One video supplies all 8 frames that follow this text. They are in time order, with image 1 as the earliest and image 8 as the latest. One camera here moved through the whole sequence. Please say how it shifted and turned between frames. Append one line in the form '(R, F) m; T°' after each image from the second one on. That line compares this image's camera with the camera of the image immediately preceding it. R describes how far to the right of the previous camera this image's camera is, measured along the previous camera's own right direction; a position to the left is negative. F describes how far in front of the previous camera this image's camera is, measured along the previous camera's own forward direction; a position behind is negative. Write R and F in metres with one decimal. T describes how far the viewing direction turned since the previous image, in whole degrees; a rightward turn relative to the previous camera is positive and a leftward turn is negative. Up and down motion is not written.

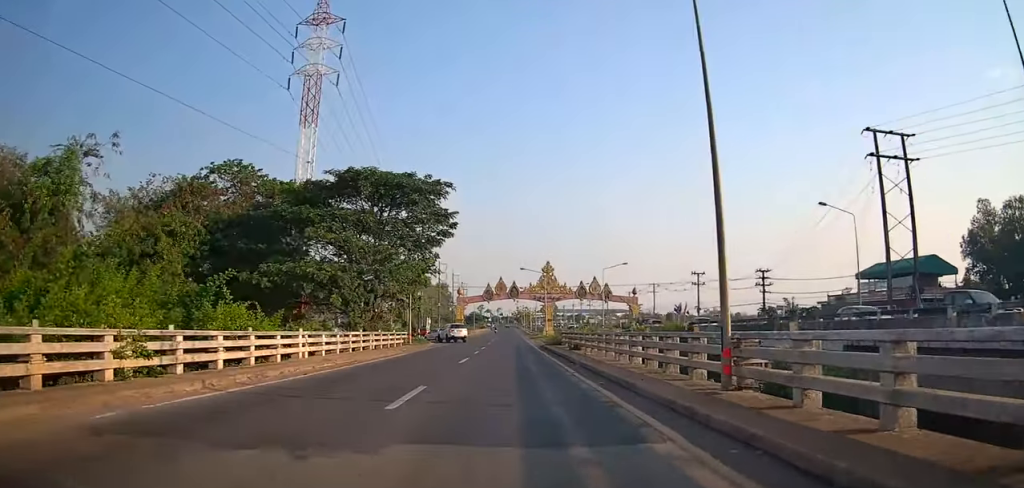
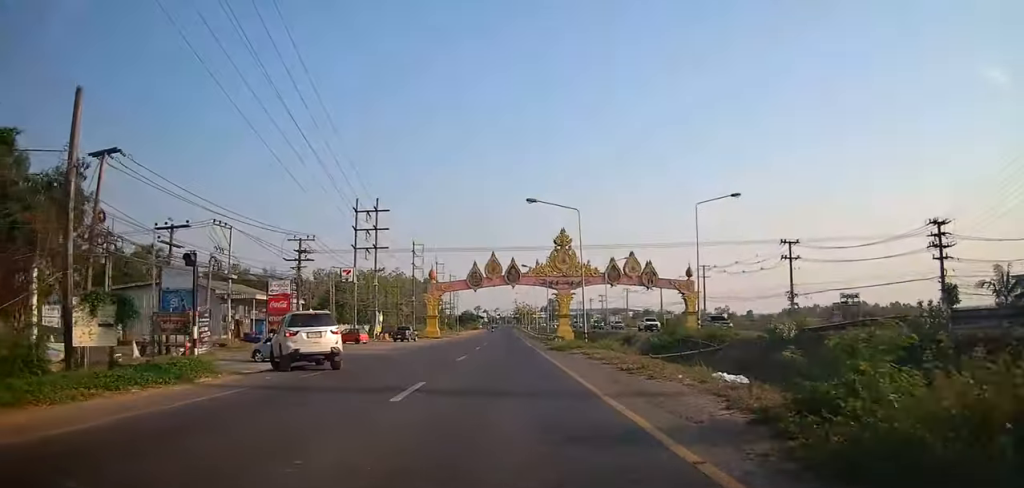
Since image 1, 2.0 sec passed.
(+1.1, +39.4) m; +1°
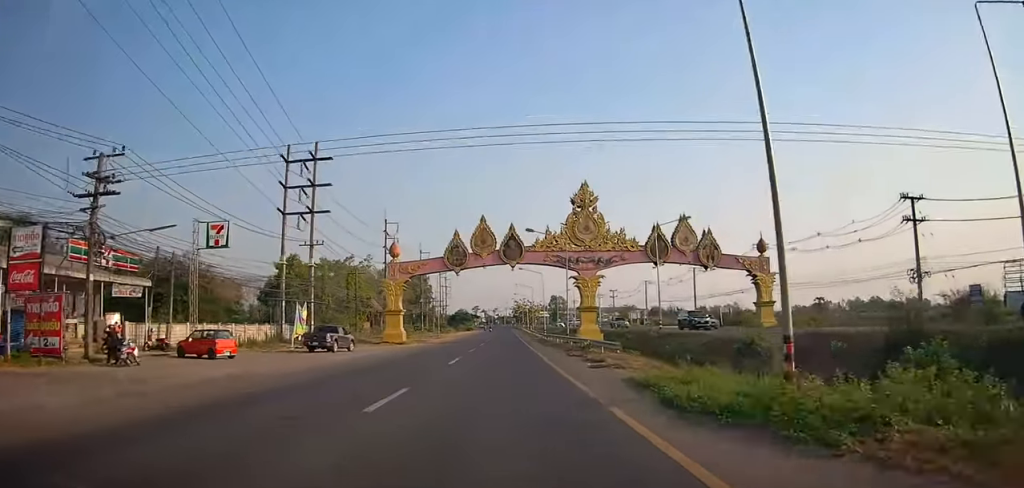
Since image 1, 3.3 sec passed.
(-0.7, +25.9) m; 0°
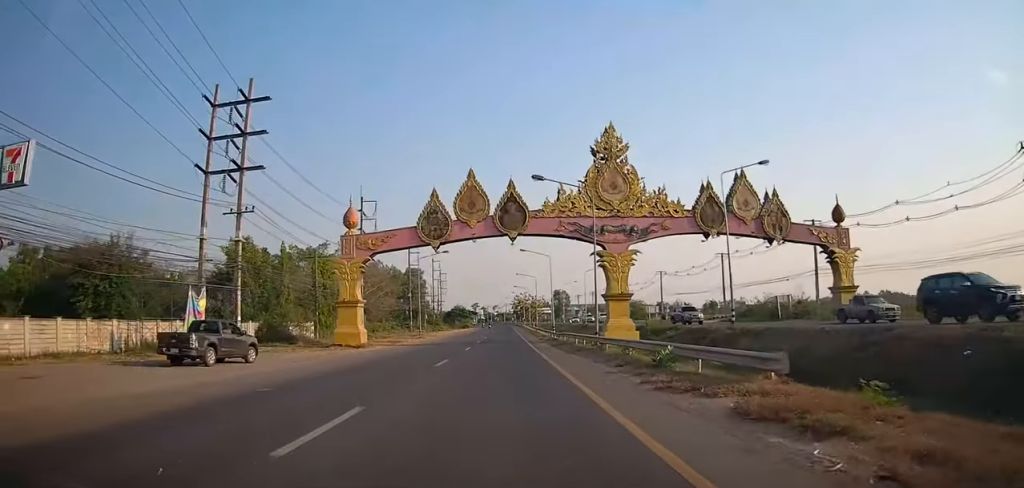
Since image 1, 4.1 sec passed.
(+0.3, +15.3) m; +1°
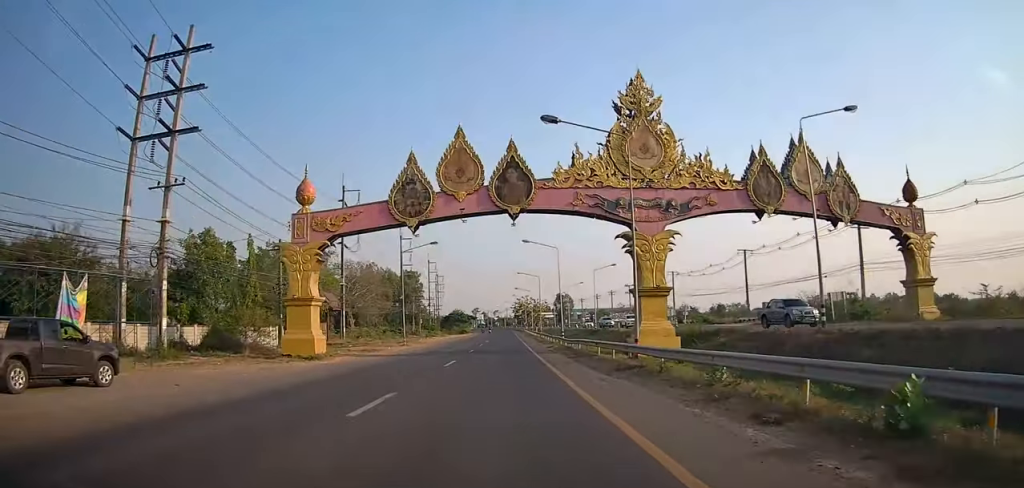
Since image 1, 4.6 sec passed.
(+0.4, +9.4) m; 0°
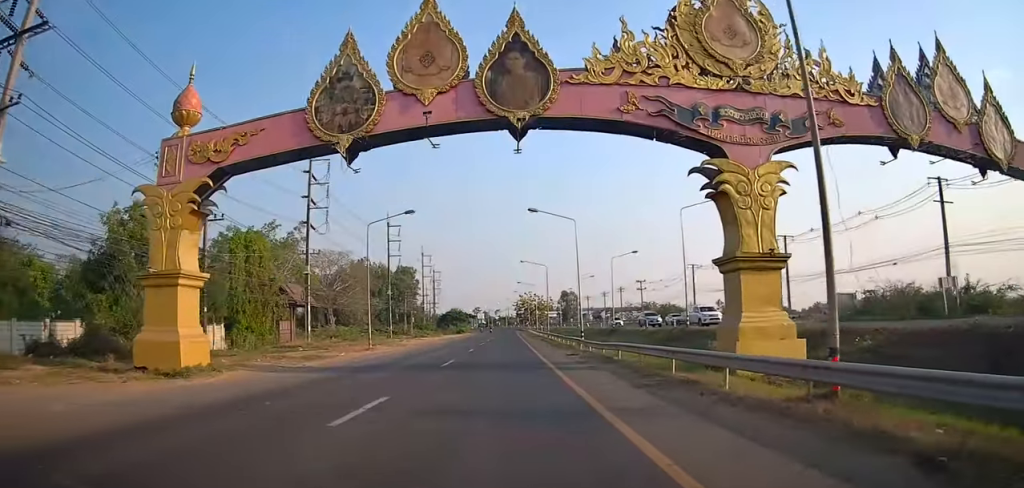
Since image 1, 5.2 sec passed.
(-0.5, +13.0) m; -2°
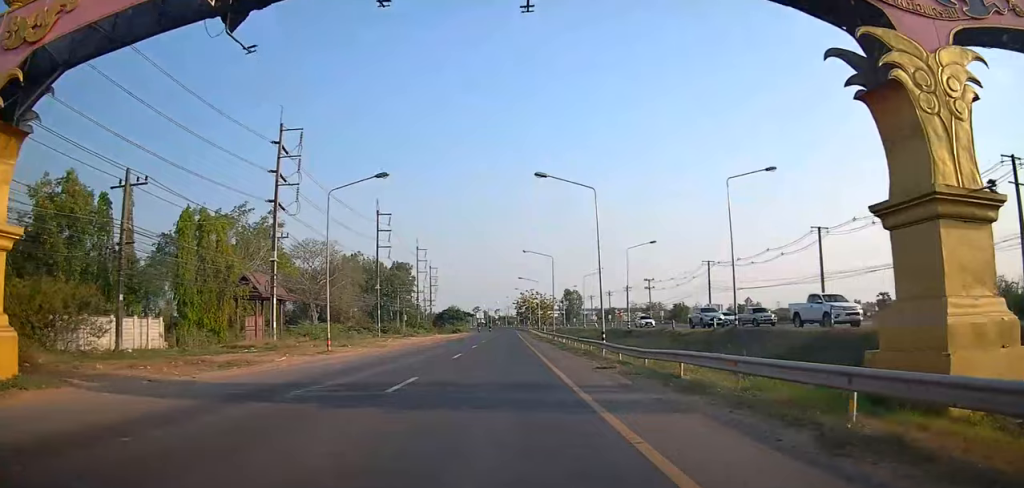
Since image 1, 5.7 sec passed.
(-0.1, +8.8) m; -1°
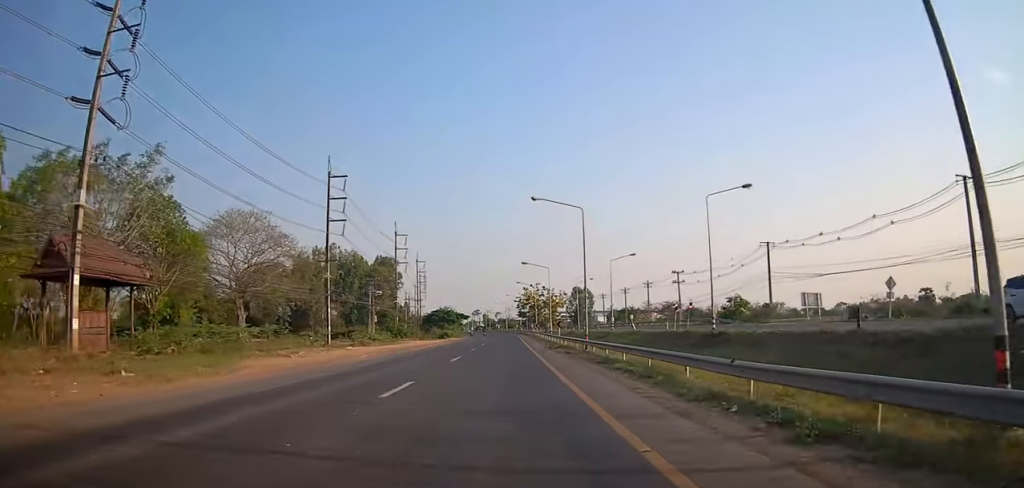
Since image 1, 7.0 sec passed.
(0.0, +24.8) m; +1°
